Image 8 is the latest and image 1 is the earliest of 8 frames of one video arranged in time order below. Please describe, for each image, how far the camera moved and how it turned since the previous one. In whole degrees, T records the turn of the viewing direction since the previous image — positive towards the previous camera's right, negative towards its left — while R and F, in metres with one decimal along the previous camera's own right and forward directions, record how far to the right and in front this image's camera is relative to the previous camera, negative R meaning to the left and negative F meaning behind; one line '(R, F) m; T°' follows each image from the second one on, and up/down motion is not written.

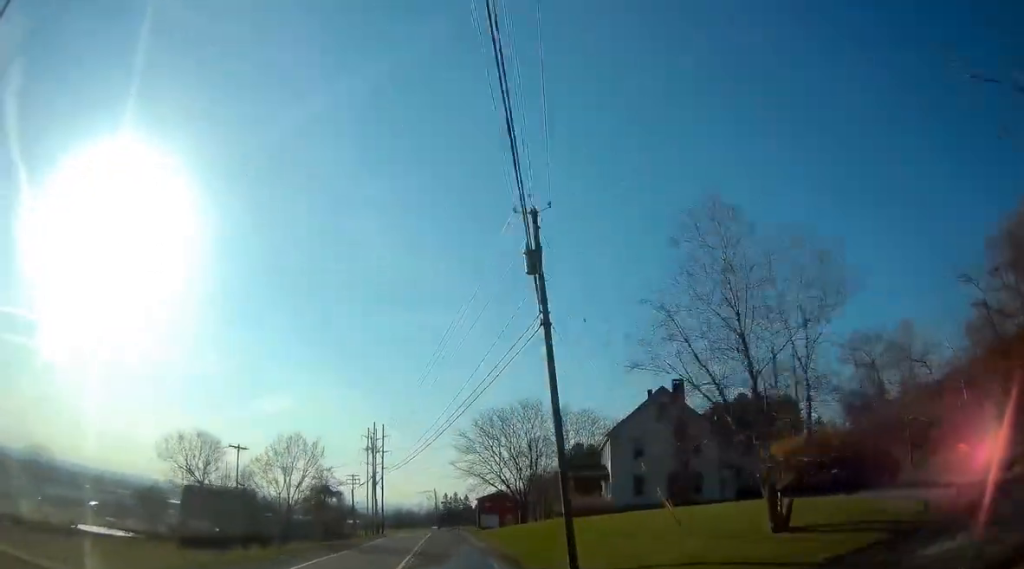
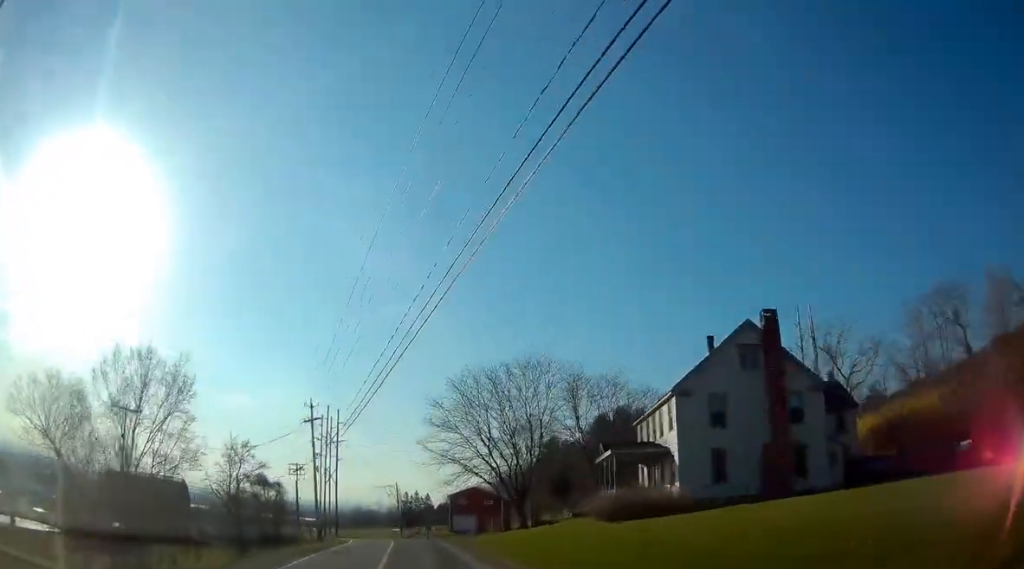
(+0.2, +17.8) m; +2°
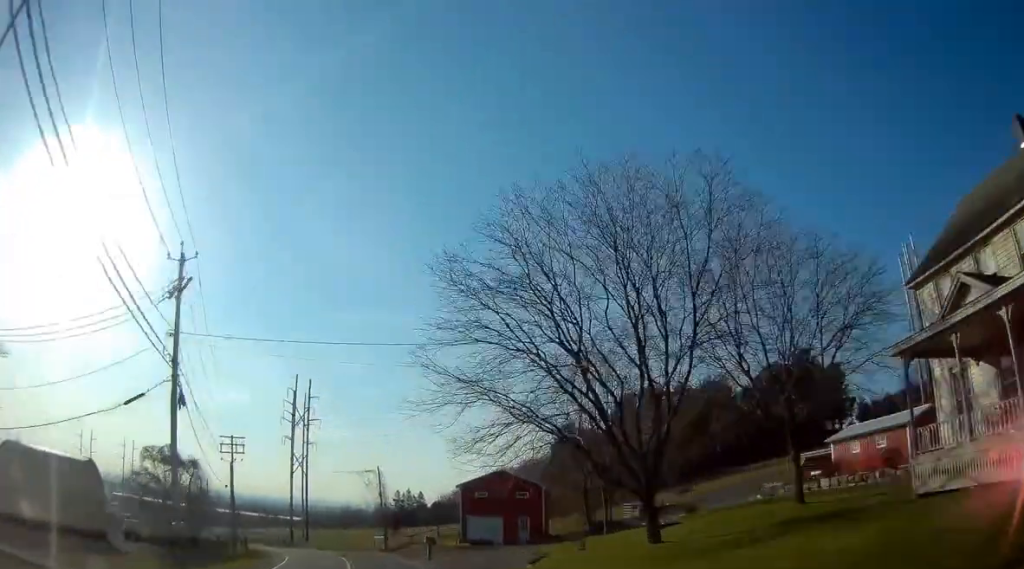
(+0.9, +26.8) m; +1°
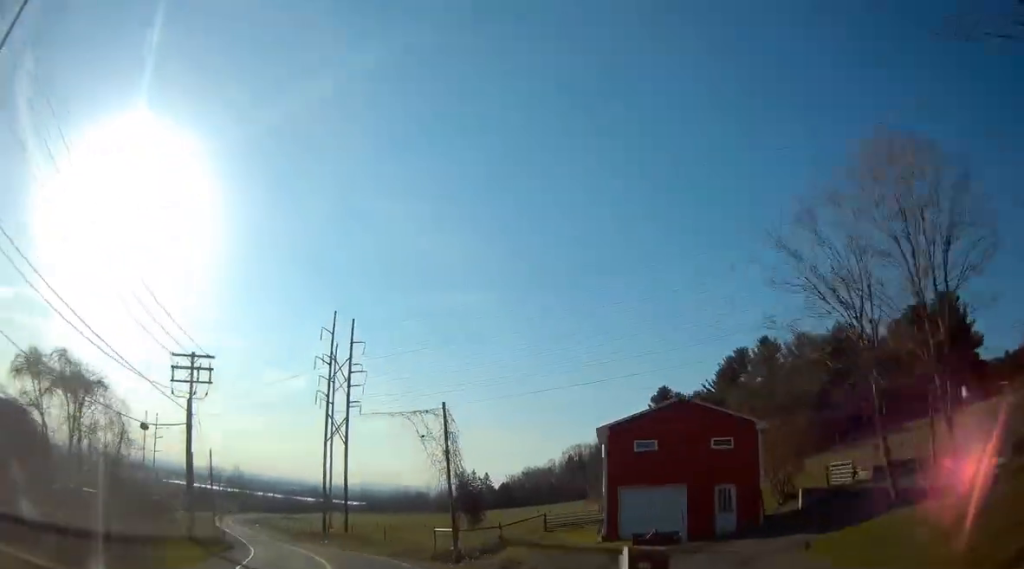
(-0.6, +24.8) m; -7°
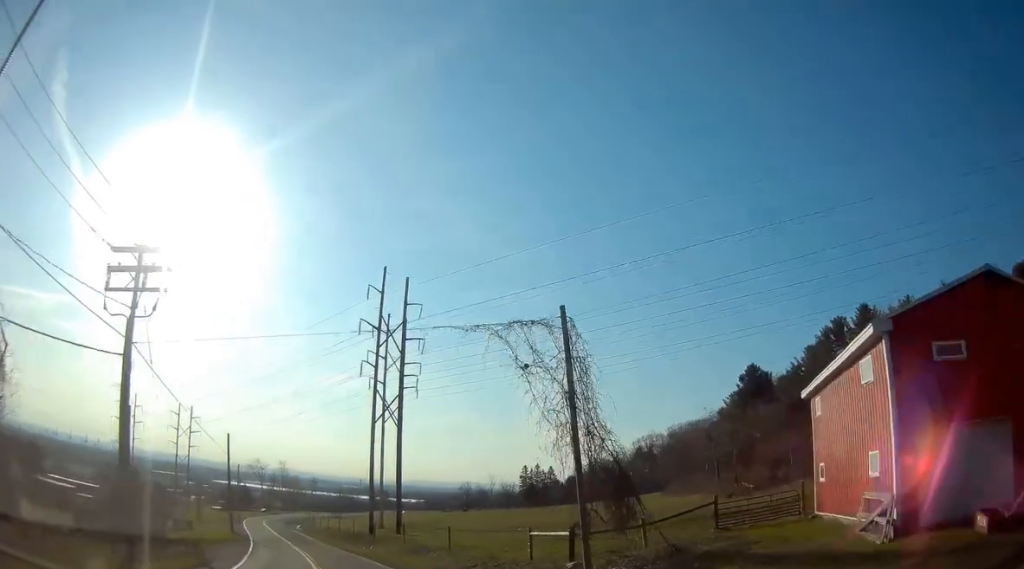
(-0.9, +15.1) m; -5°
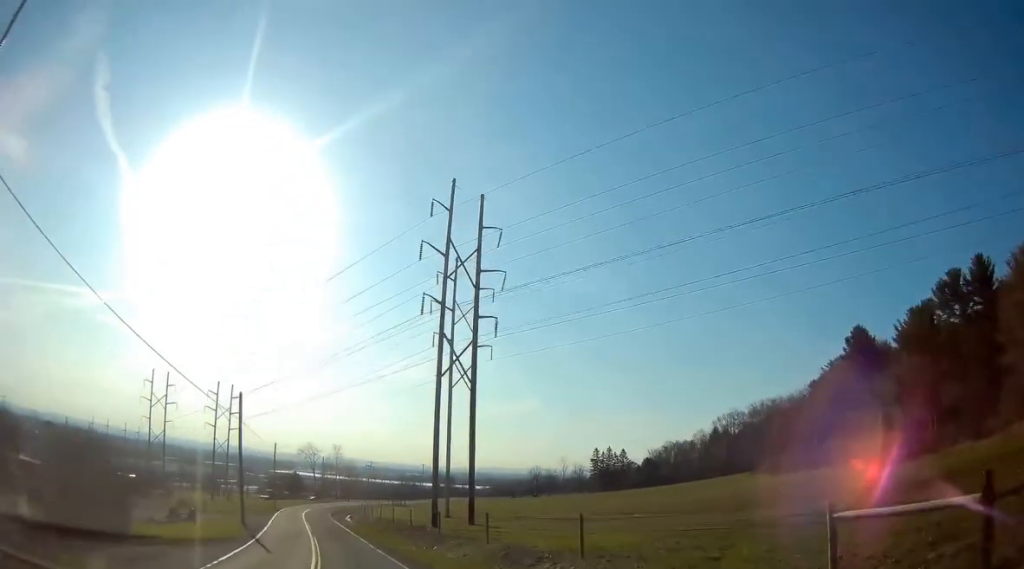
(-0.9, +17.4) m; -5°
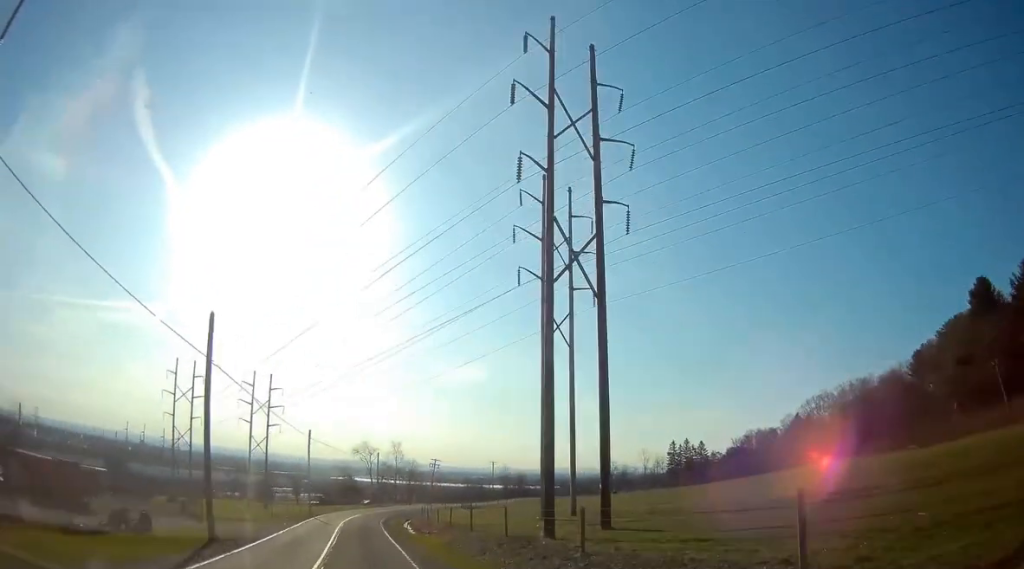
(-0.8, +22.0) m; -4°
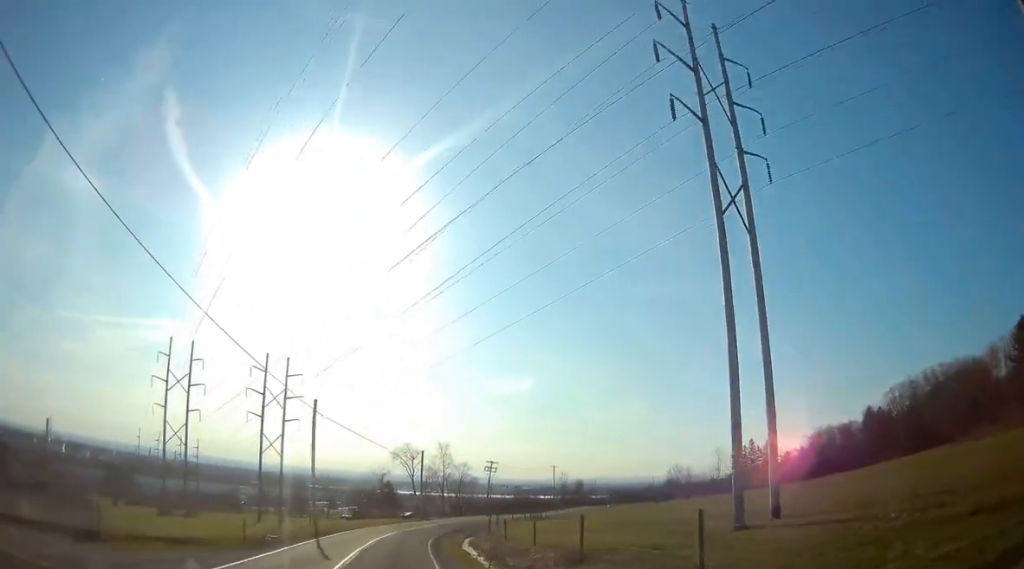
(-1.1, +25.1) m; -3°
